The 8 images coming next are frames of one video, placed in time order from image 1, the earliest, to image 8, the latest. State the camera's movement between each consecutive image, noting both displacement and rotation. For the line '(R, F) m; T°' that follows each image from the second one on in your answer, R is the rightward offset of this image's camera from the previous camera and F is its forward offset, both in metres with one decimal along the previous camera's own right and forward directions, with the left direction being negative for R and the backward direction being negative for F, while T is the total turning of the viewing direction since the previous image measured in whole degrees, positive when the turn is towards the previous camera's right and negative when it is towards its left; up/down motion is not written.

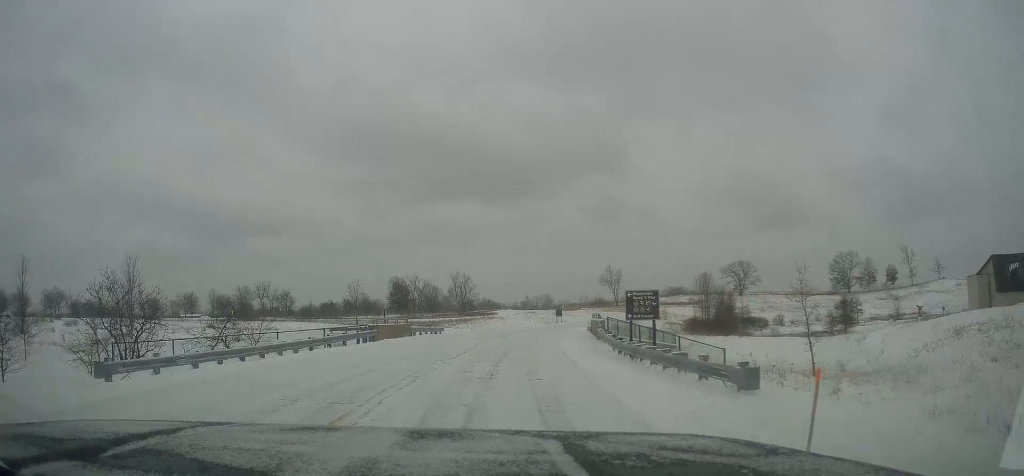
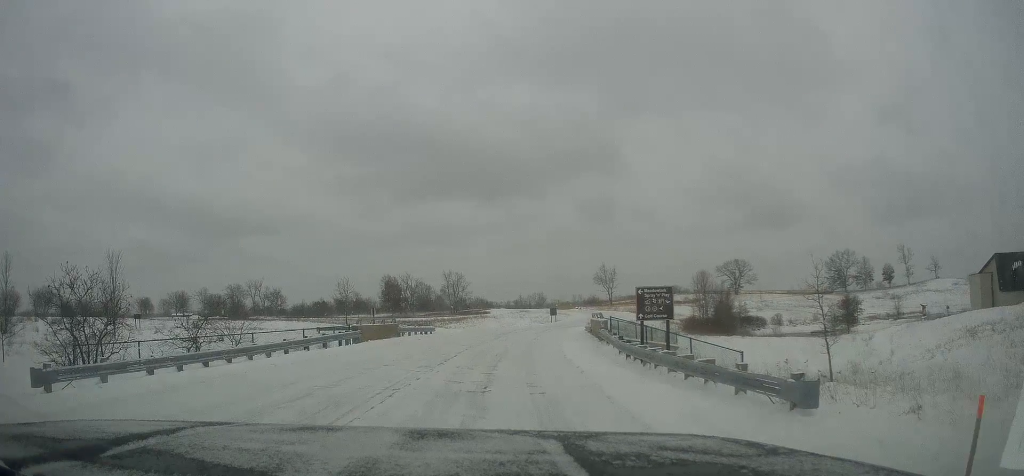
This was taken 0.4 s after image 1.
(-0.1, +2.4) m; +1°
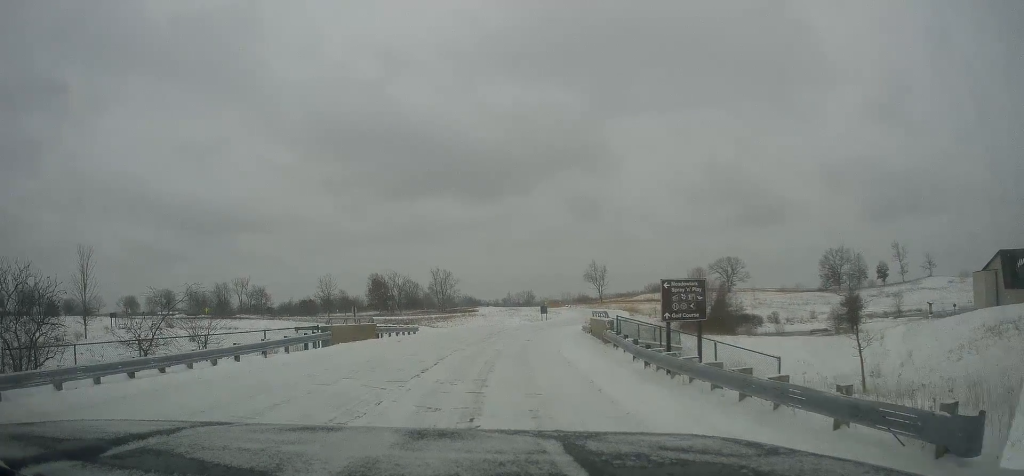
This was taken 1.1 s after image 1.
(-0.1, +3.7) m; +2°
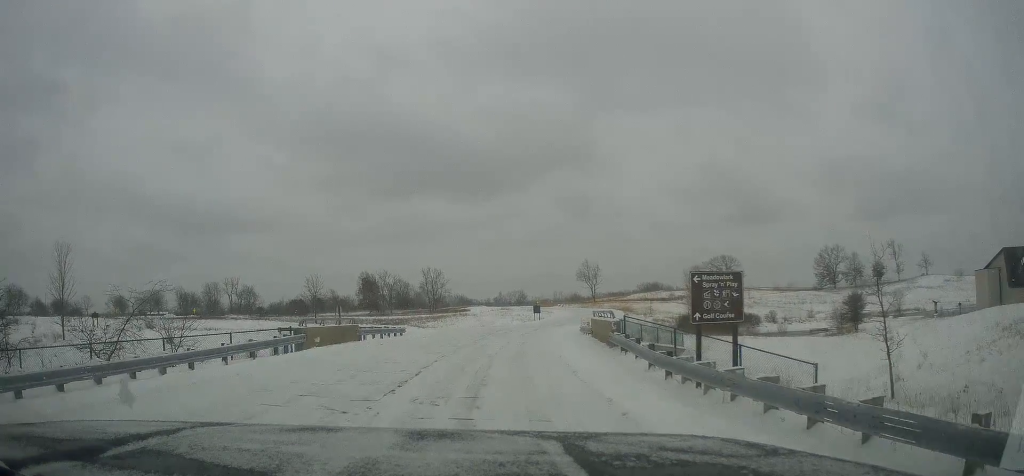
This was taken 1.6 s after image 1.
(+0.1, +2.7) m; +4°
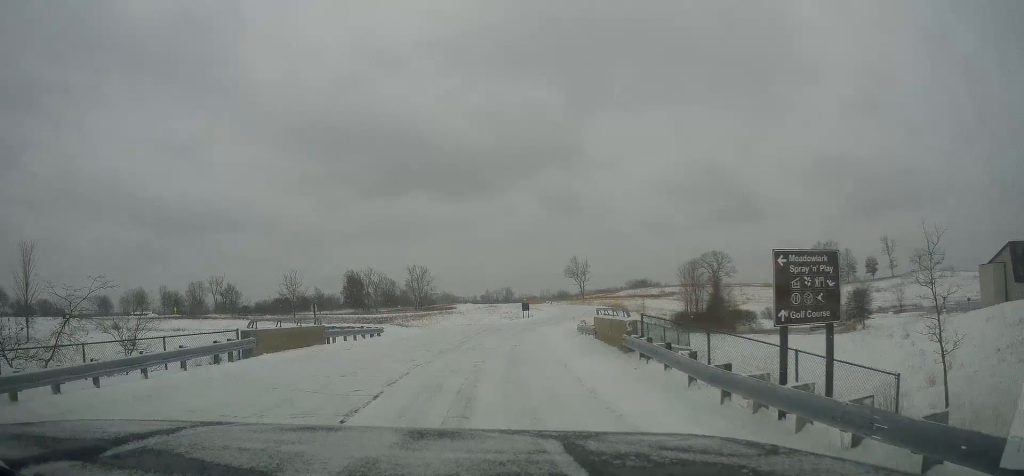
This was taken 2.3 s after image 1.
(+0.2, +4.1) m; +2°
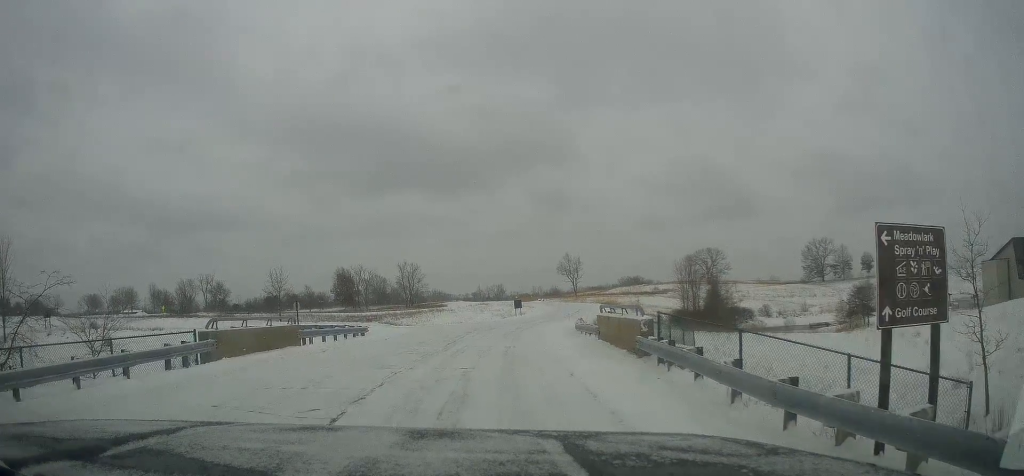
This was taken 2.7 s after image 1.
(+0.2, +2.6) m; -2°
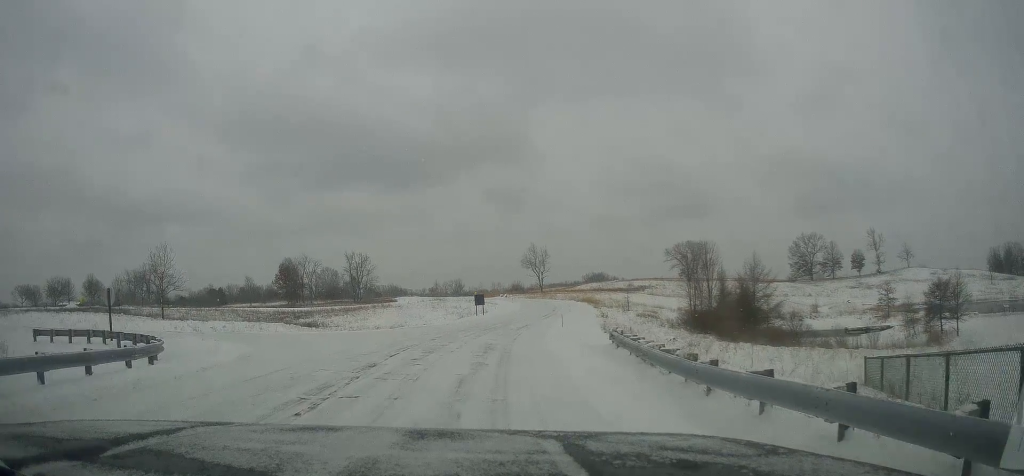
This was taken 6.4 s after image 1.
(+0.9, +21.6) m; +7°
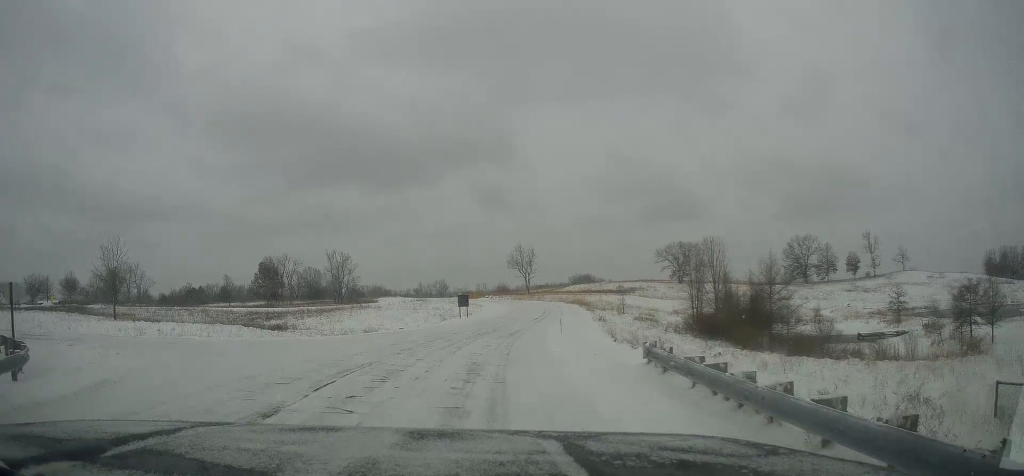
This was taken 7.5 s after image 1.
(0.0, +6.5) m; 0°
